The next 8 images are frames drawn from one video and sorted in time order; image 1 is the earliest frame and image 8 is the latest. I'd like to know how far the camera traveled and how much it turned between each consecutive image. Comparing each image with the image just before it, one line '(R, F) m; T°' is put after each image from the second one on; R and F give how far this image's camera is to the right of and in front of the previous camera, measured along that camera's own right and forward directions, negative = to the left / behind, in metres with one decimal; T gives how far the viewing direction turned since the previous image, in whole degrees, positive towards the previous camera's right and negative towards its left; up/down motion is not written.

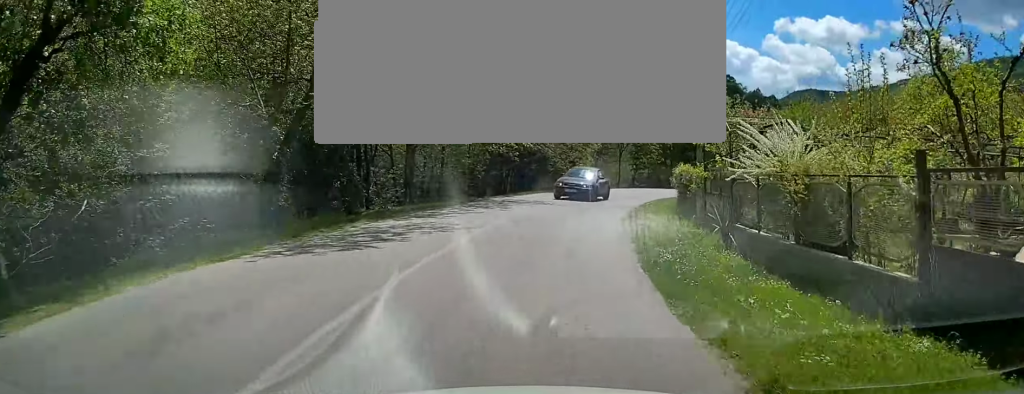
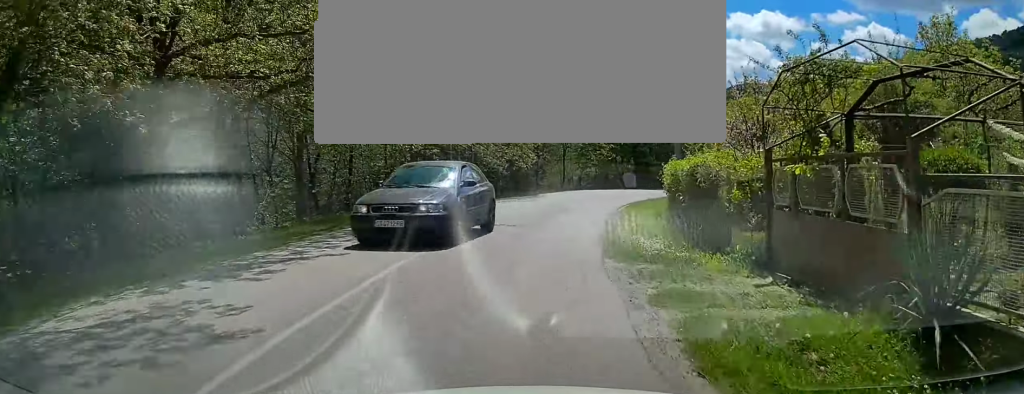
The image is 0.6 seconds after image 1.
(0.0, +8.3) m; 0°
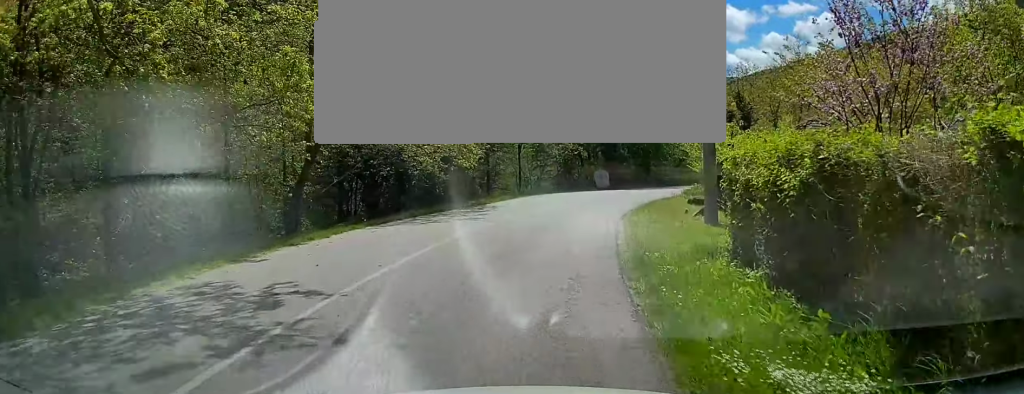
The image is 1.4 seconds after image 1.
(0.0, +10.4) m; 0°
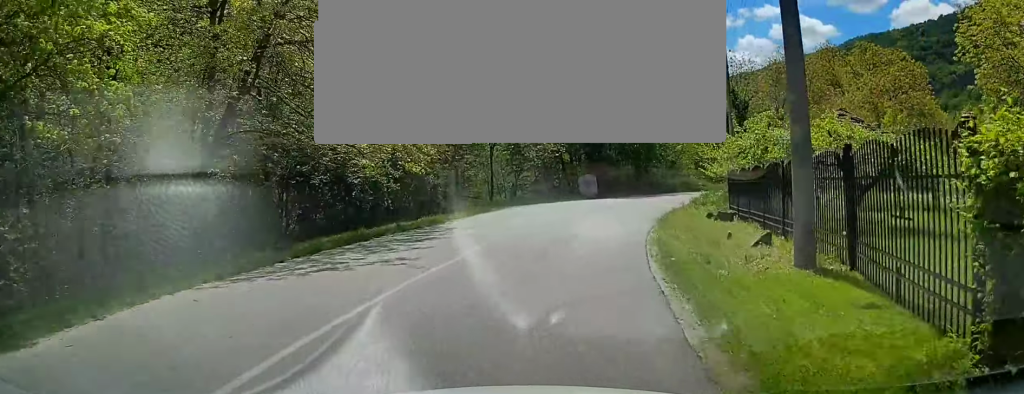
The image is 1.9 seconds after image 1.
(0.0, +6.9) m; +5°
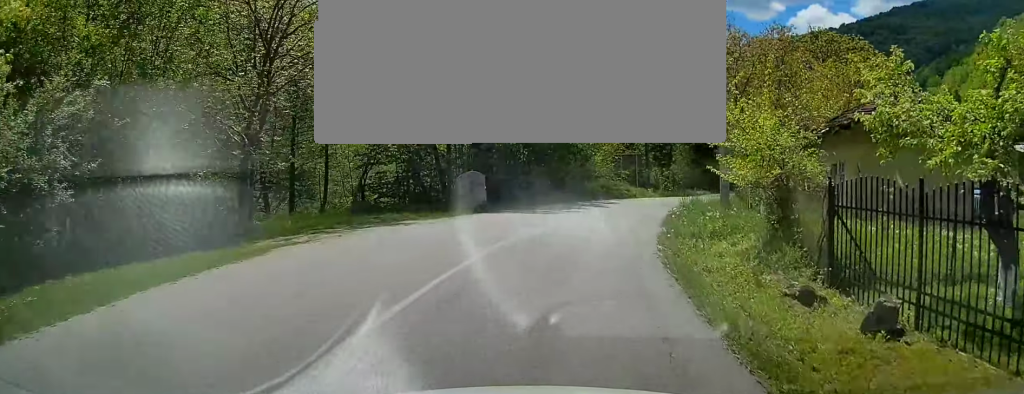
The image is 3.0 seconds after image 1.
(+1.6, +14.3) m; +16°
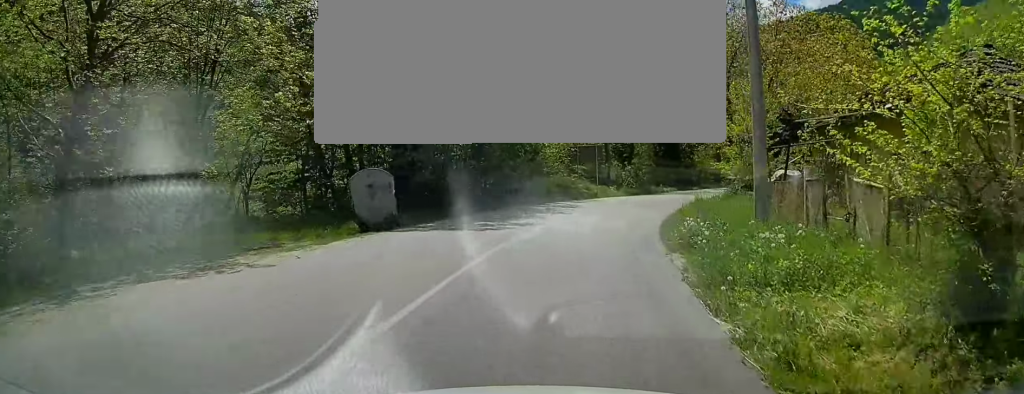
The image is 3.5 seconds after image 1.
(+0.5, +7.3) m; +9°
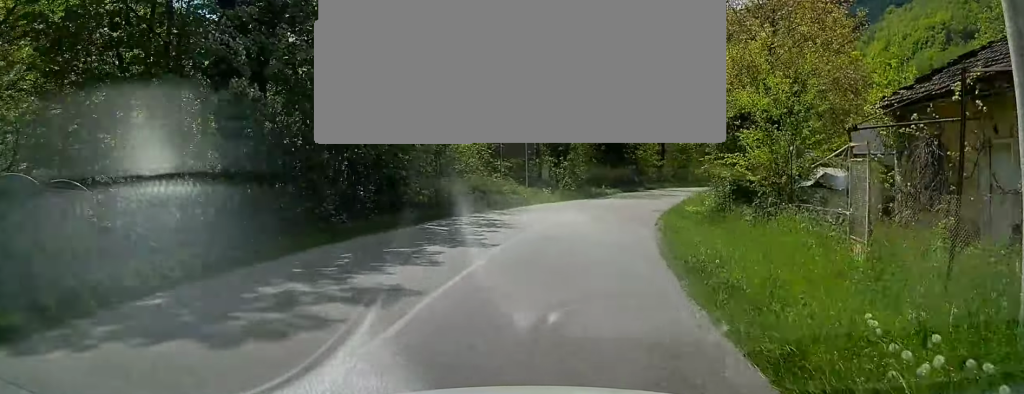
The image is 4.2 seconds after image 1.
(+1.0, +9.2) m; +6°
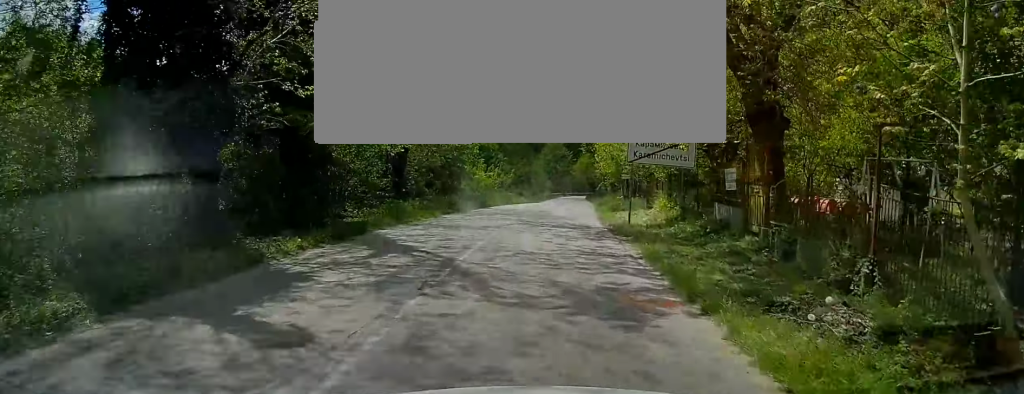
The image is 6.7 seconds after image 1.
(+6.3, +36.9) m; +18°
